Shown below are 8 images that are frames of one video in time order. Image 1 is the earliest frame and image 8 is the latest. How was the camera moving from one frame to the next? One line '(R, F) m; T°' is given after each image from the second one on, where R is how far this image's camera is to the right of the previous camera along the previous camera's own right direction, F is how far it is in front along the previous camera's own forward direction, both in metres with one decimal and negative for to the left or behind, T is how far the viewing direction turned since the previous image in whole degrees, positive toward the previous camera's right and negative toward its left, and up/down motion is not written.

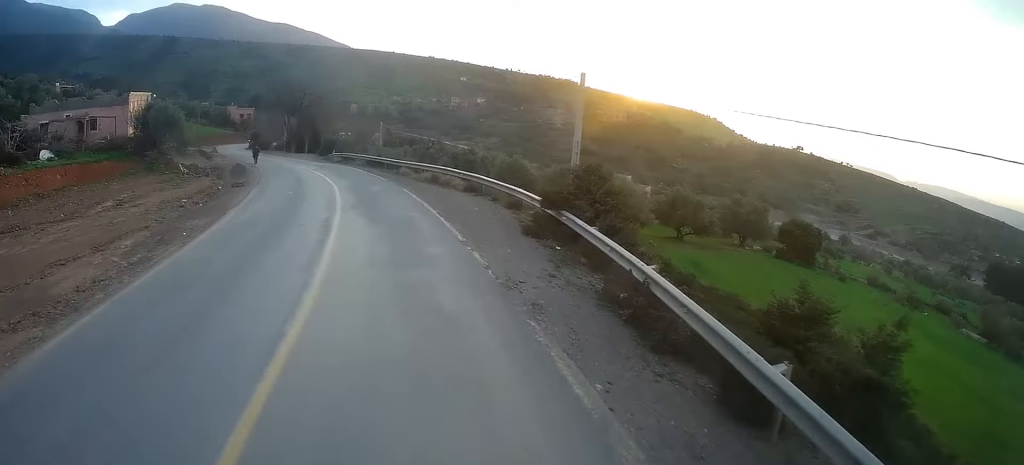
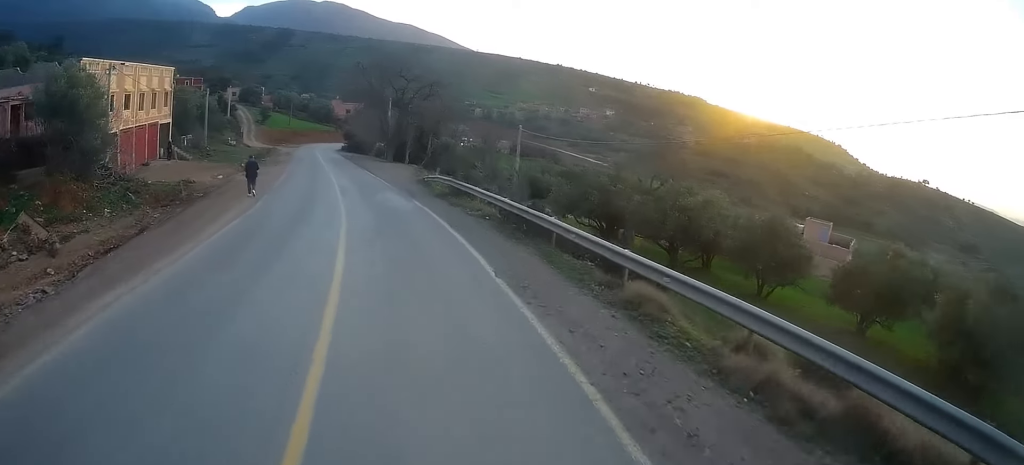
(-4.0, +25.7) m; -16°
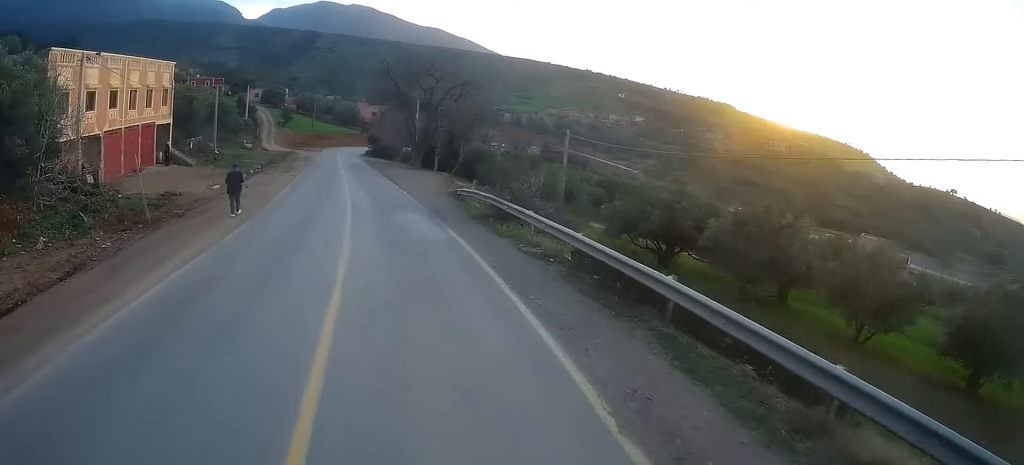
(-0.1, +5.6) m; -2°
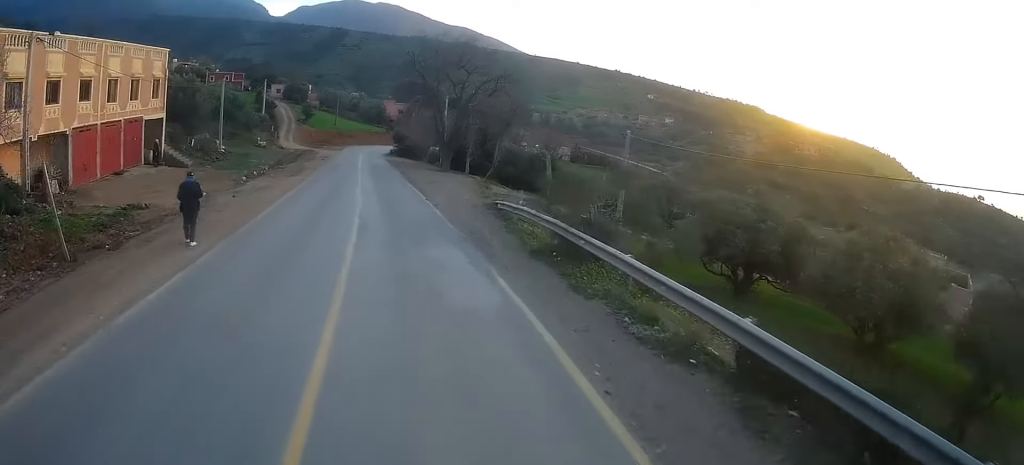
(-0.2, +6.1) m; 0°
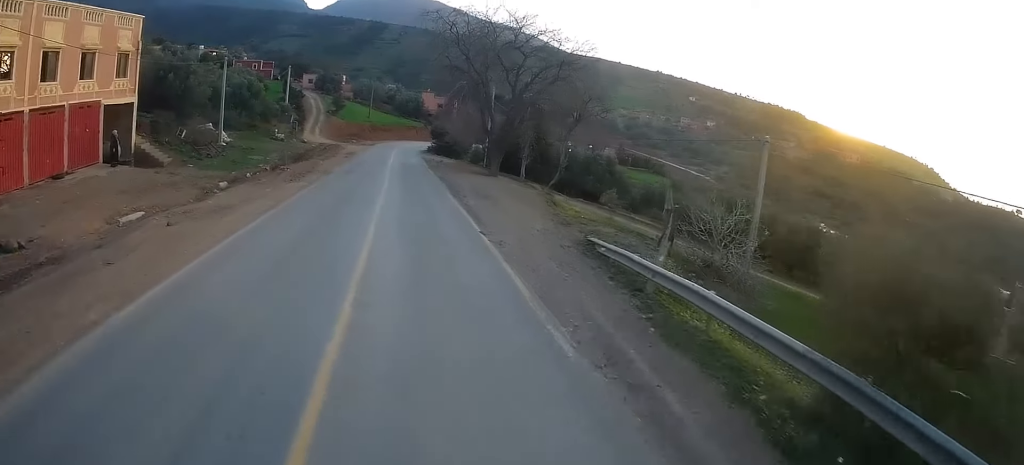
(0.0, +9.7) m; +1°
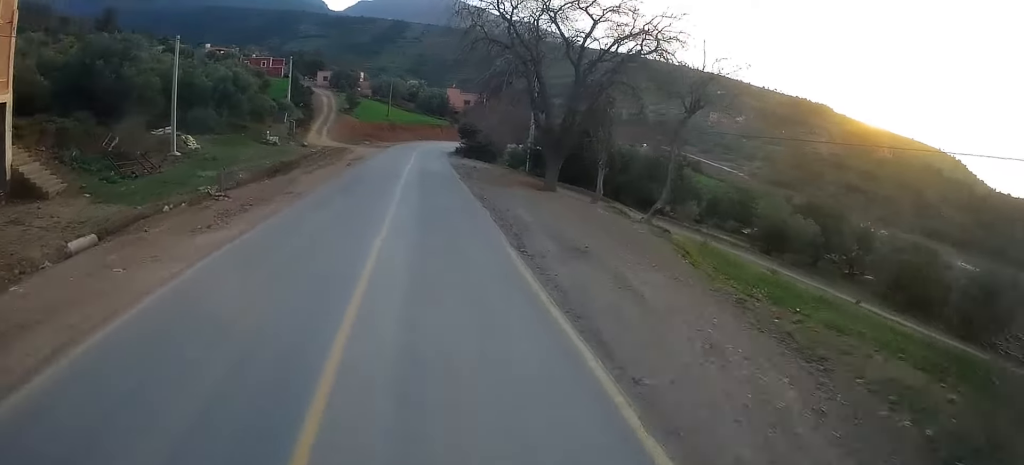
(+0.3, +12.3) m; +1°
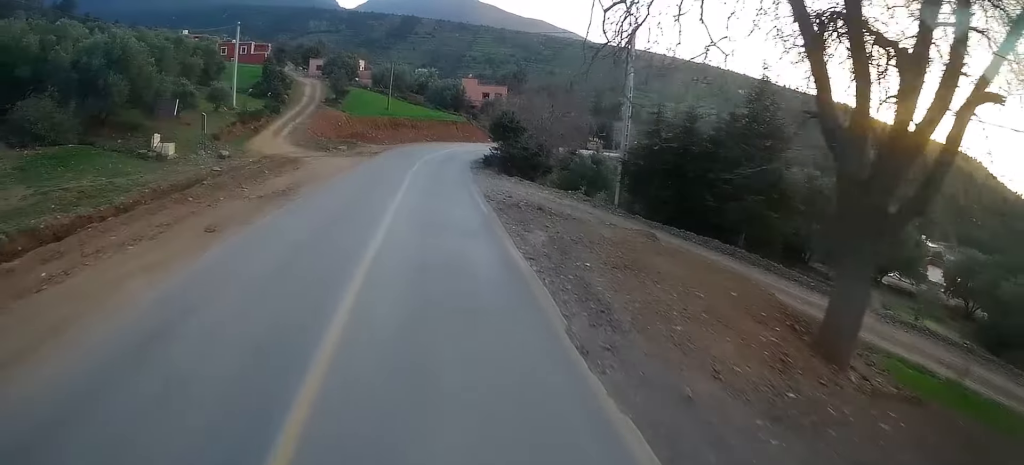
(-0.6, +23.9) m; -1°
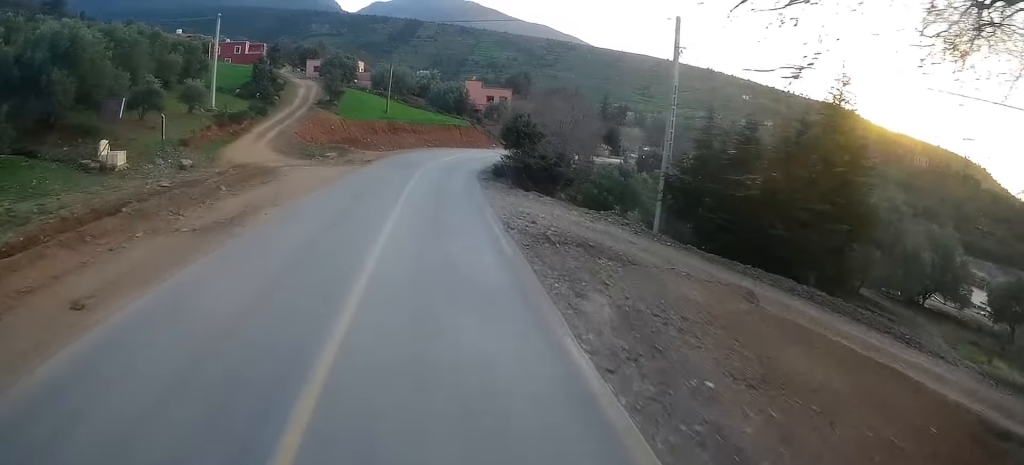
(0.0, +5.6) m; +2°
